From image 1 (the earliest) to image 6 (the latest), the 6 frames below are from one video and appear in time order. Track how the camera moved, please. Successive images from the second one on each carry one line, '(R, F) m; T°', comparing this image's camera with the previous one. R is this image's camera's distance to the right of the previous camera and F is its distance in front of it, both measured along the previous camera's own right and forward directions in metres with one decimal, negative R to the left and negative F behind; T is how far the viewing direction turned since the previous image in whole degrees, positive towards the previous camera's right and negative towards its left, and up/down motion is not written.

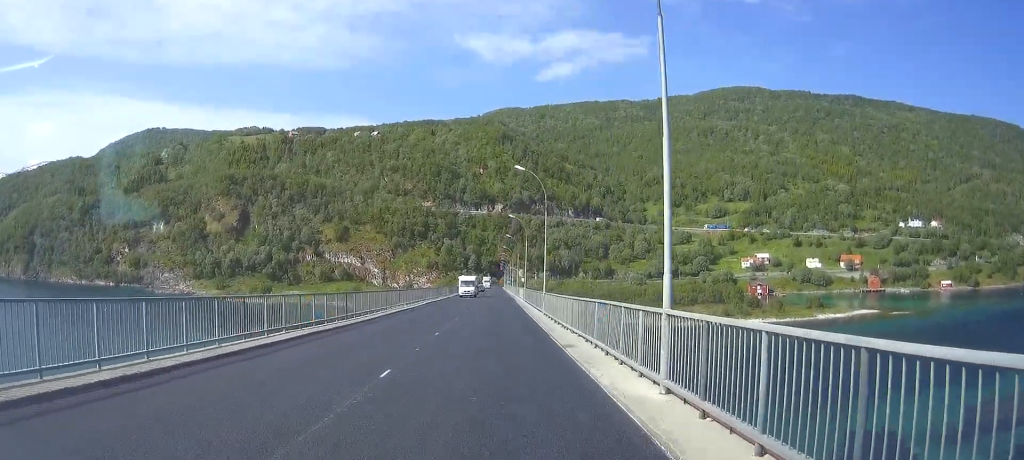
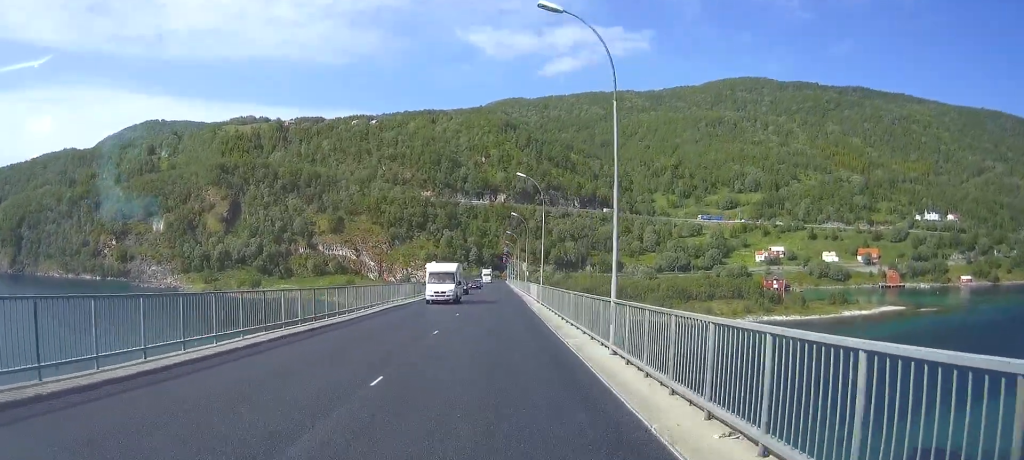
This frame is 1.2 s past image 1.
(0.0, +24.3) m; 0°
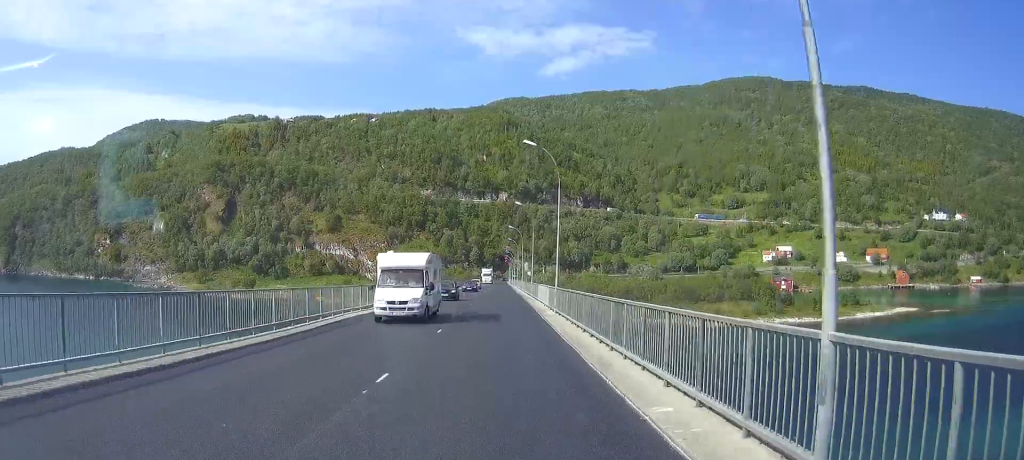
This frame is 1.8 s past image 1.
(0.0, +10.5) m; 0°
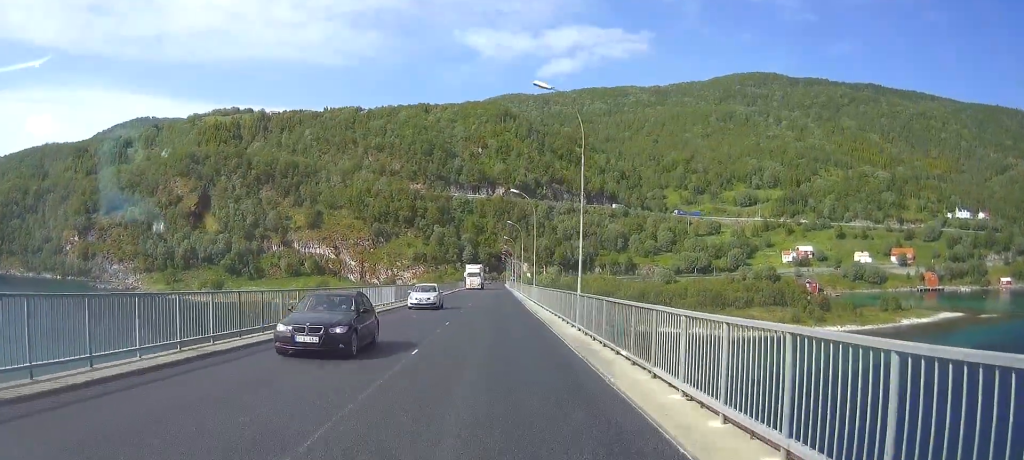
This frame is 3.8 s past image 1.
(0.0, +37.5) m; 0°
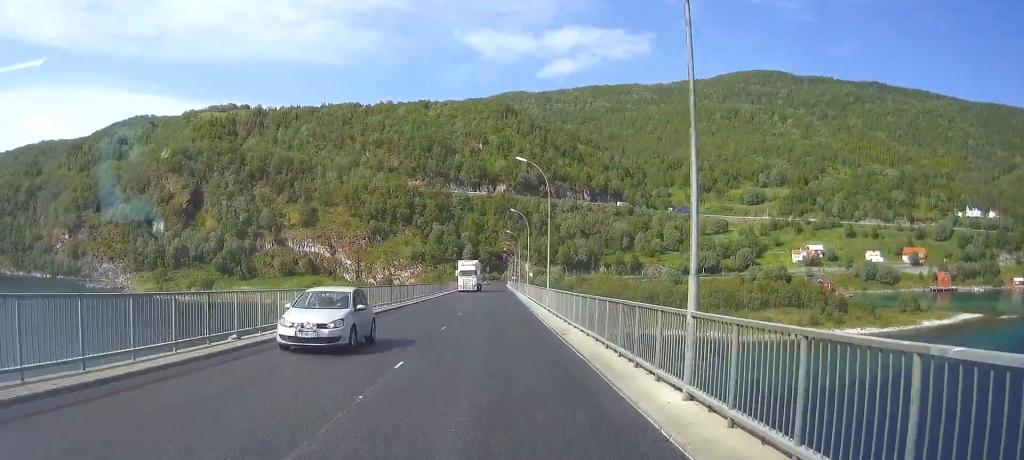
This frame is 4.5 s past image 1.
(0.0, +13.1) m; 0°
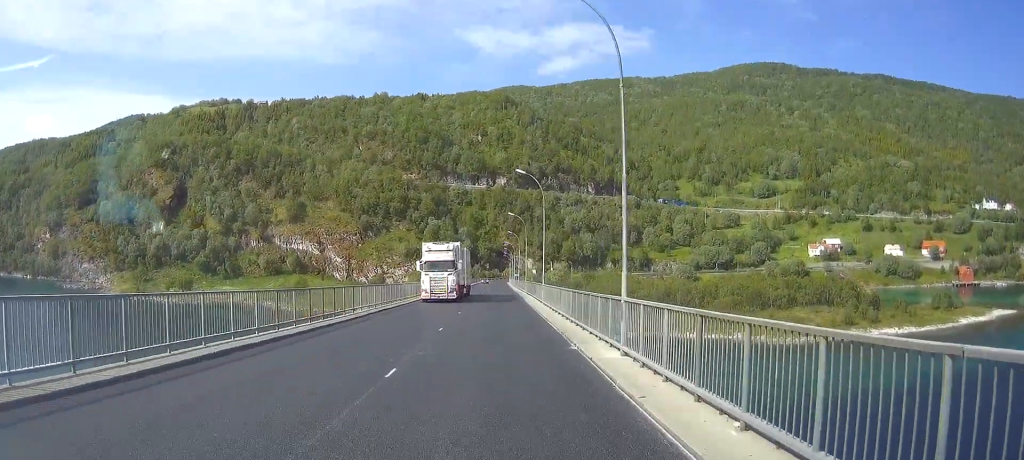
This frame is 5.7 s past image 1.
(-0.1, +22.7) m; 0°
